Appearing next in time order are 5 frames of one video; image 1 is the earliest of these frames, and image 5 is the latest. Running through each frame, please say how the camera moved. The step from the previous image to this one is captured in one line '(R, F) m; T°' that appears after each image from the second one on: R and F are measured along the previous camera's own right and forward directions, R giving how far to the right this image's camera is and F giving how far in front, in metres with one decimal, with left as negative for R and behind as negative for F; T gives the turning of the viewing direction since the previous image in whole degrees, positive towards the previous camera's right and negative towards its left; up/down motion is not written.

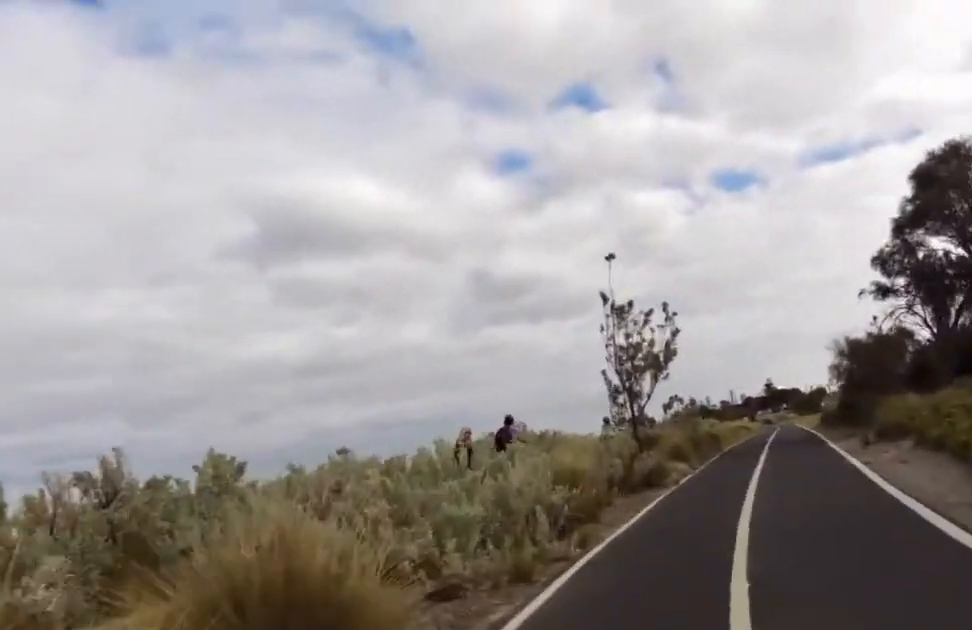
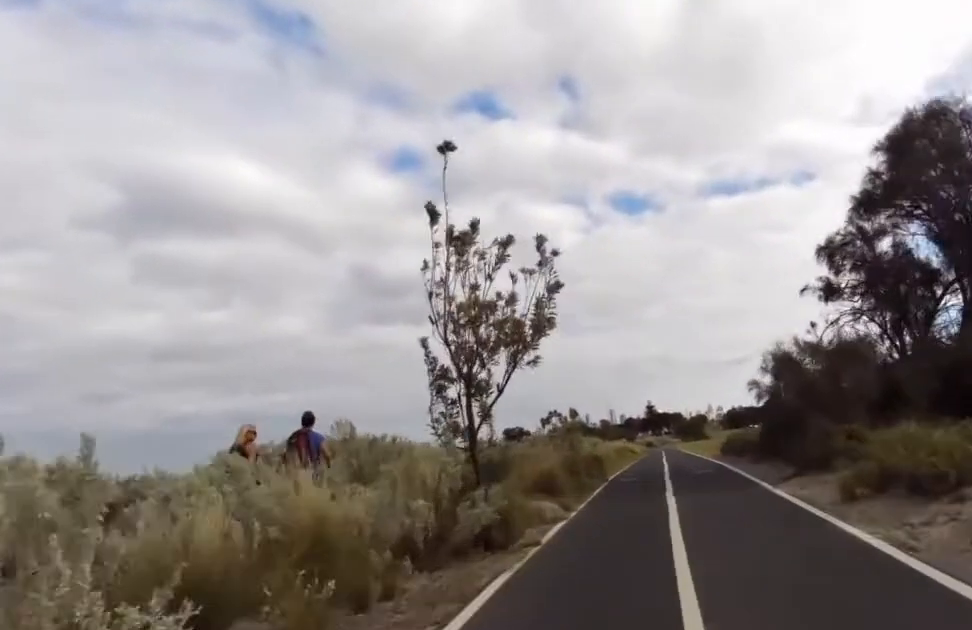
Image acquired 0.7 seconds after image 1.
(+0.3, +5.3) m; +6°
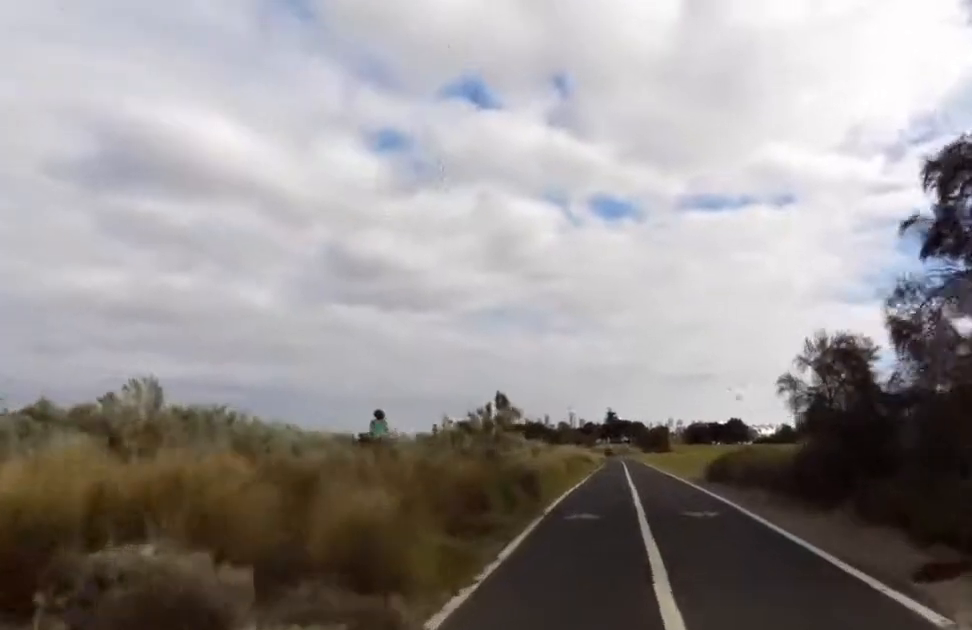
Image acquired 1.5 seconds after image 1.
(+0.5, +6.8) m; +3°
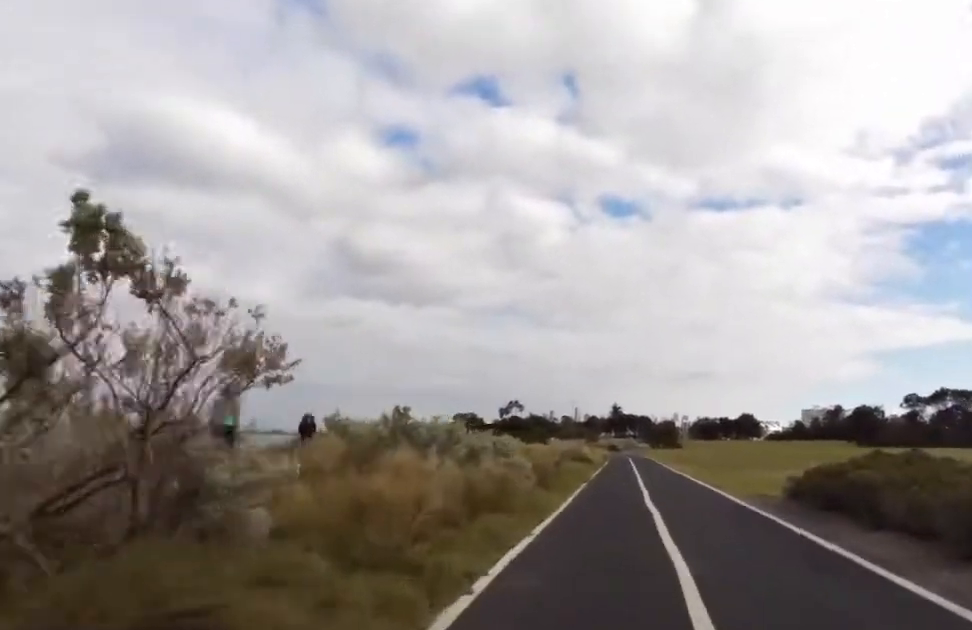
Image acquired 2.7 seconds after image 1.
(-0.2, +9.8) m; +1°
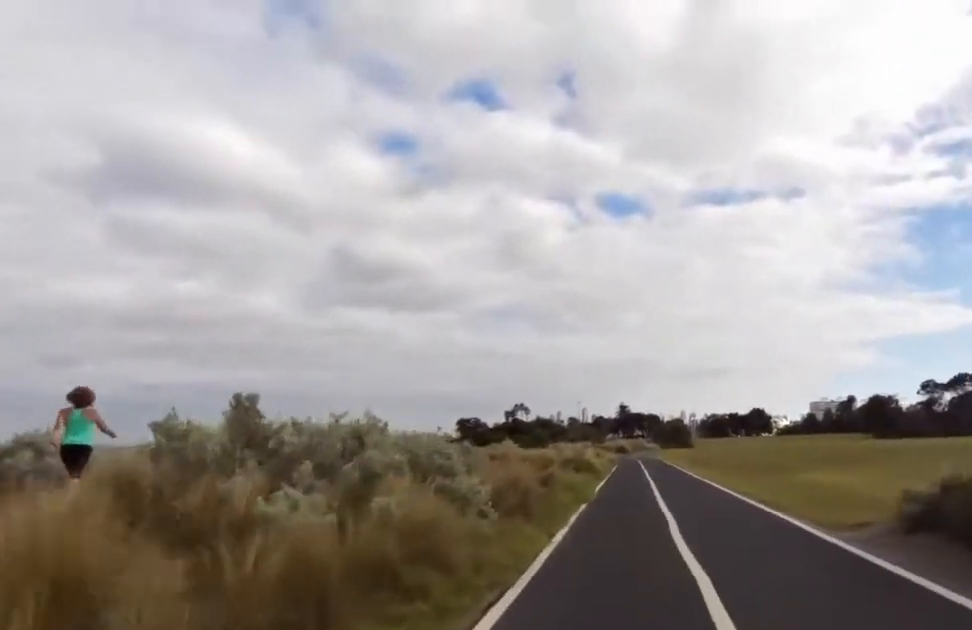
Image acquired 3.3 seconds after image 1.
(0.0, +4.7) m; 0°
